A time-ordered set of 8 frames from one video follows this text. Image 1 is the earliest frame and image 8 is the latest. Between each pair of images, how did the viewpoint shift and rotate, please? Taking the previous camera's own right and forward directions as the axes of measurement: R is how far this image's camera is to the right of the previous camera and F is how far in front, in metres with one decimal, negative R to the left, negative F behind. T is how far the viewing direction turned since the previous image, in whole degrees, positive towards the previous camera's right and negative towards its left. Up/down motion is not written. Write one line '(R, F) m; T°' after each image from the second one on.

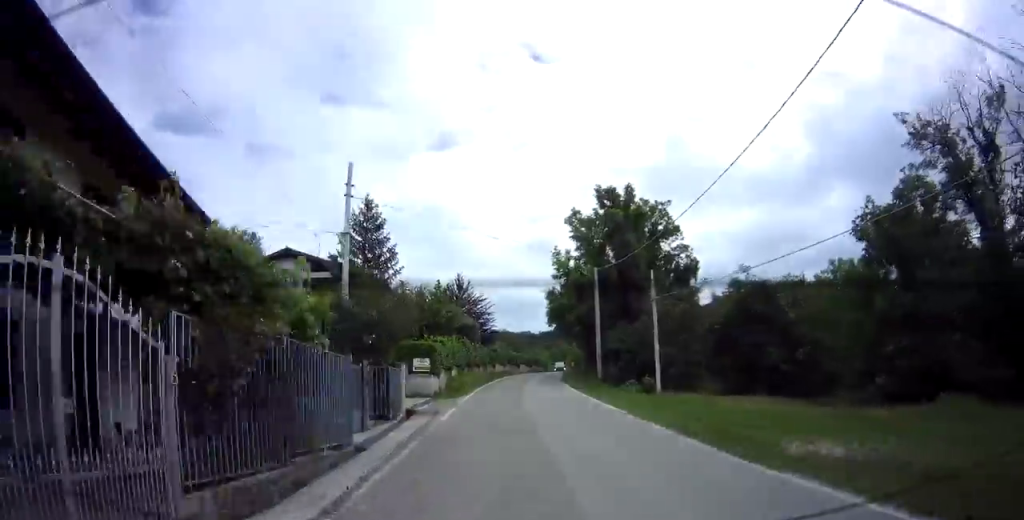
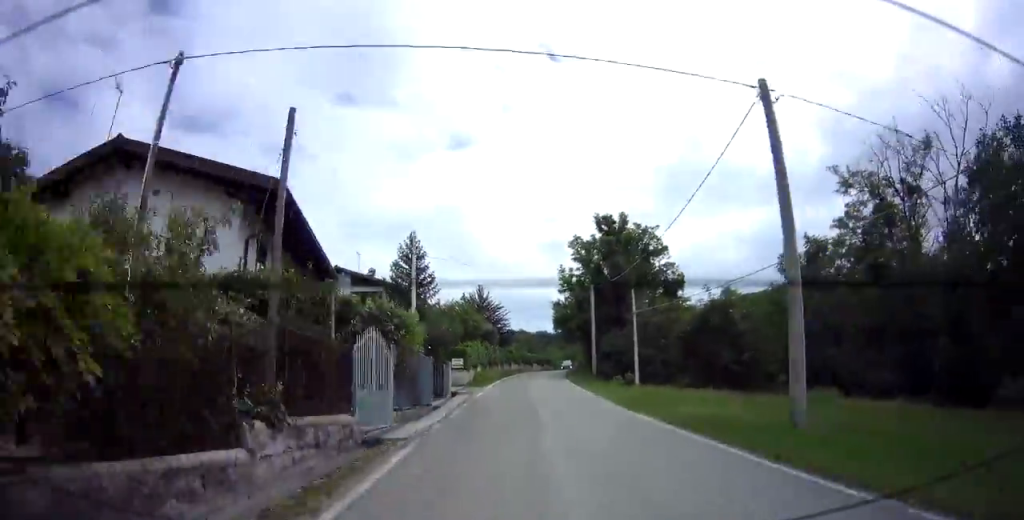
(-0.2, +8.4) m; -1°
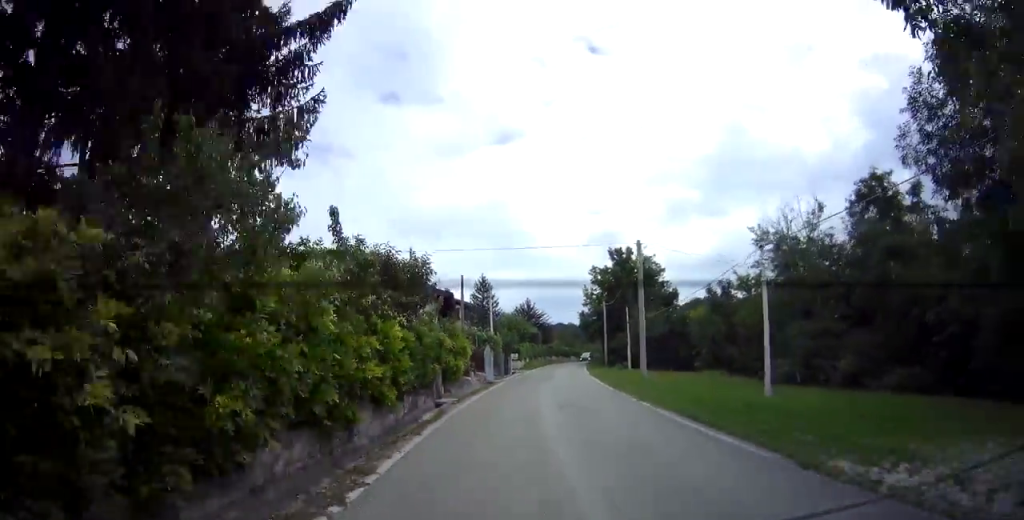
(-0.7, +20.2) m; -6°
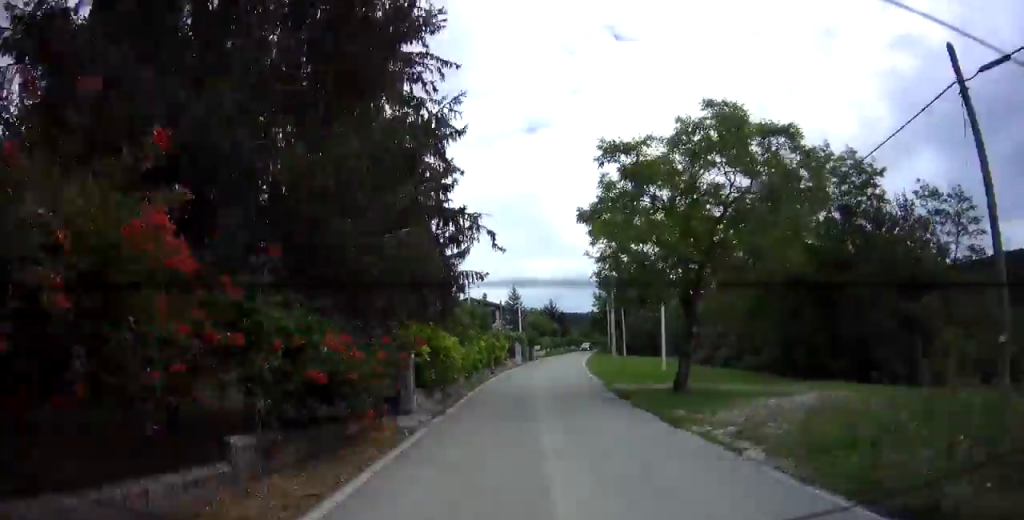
(-1.2, +19.1) m; -6°
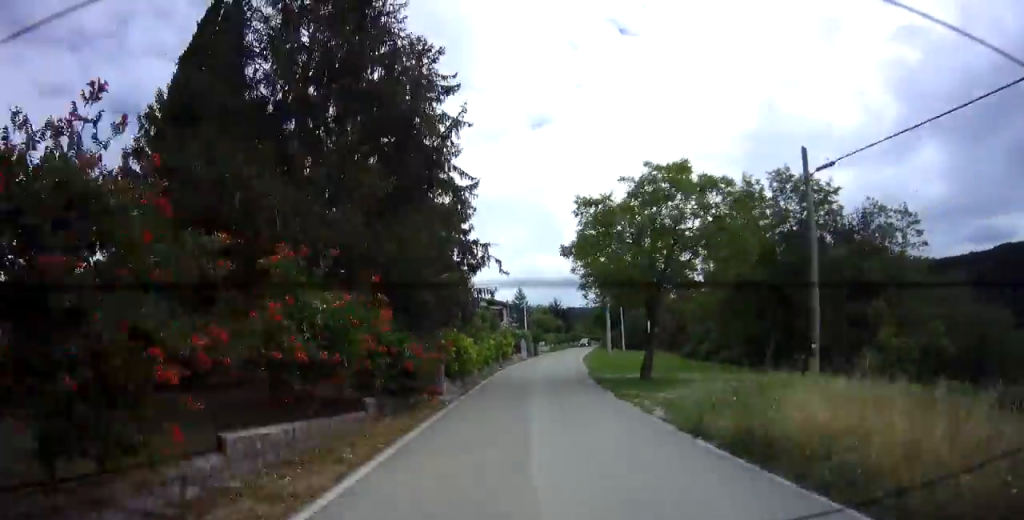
(-0.1, +5.5) m; -1°
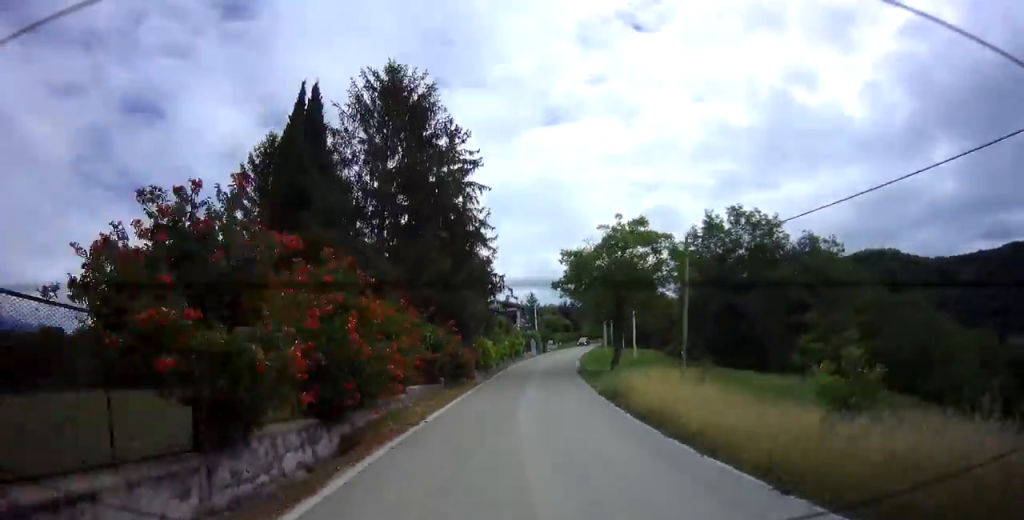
(-0.3, +10.1) m; 0°
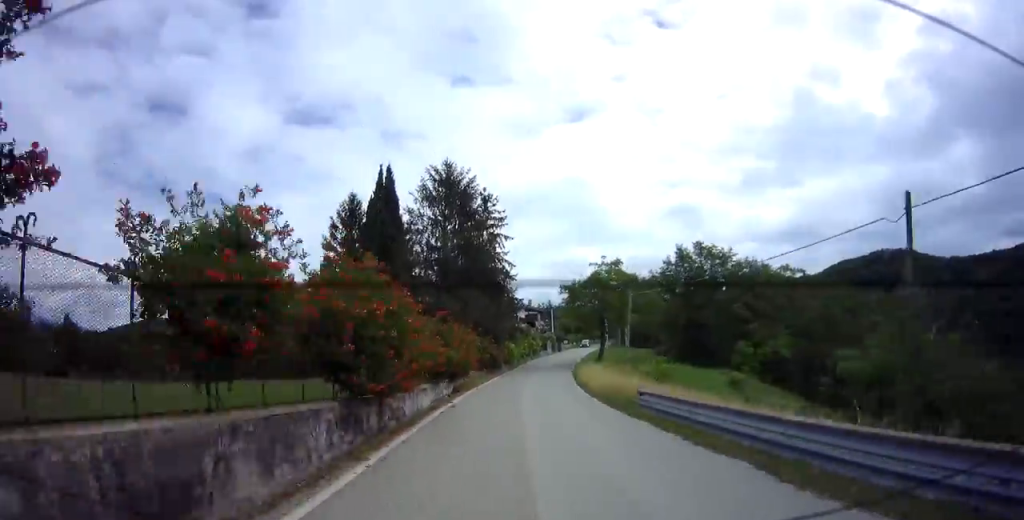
(+0.5, +15.0) m; 0°
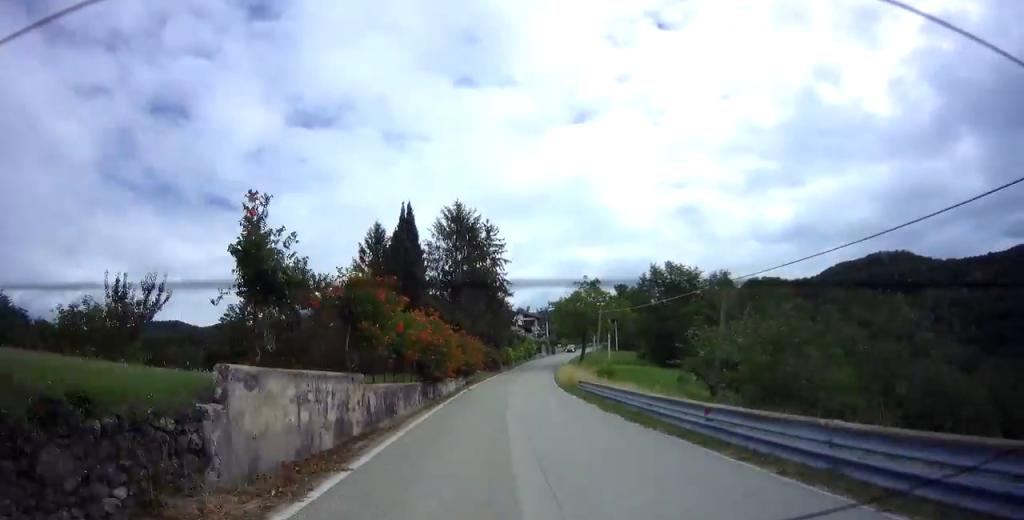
(-0.4, +11.1) m; 0°
